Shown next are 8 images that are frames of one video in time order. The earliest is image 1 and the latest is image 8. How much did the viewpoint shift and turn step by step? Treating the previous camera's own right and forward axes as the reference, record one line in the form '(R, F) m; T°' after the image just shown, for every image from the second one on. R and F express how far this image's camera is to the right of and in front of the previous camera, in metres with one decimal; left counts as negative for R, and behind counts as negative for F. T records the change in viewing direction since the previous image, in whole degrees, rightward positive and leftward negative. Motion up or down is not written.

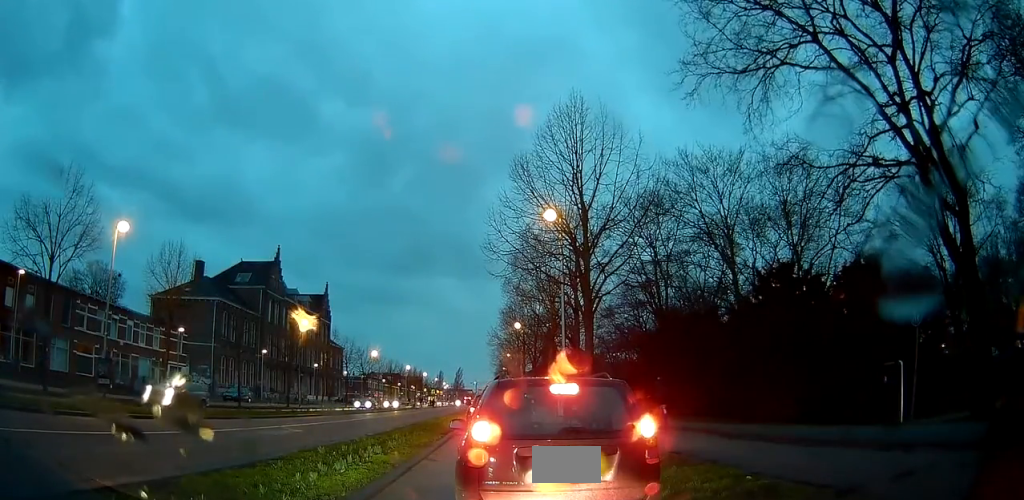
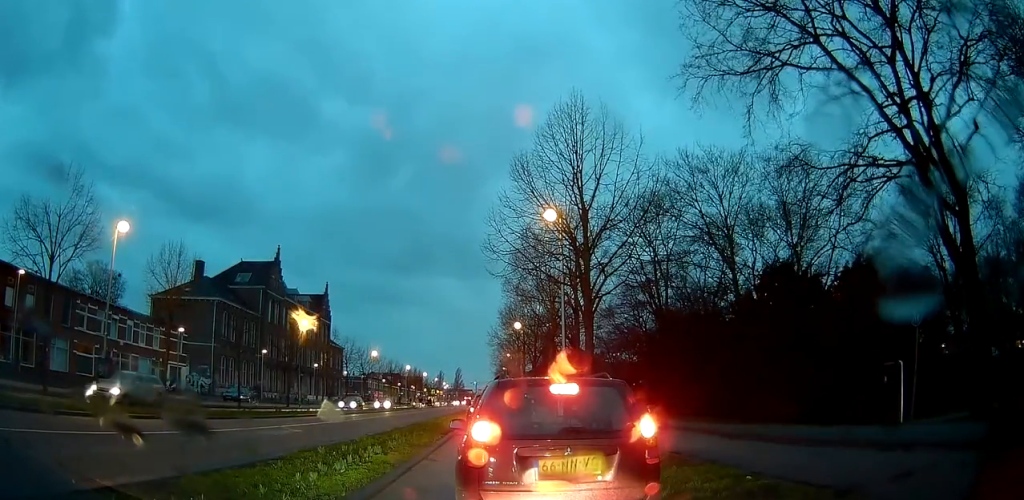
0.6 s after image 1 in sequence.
(0.0, 0.0) m; 0°
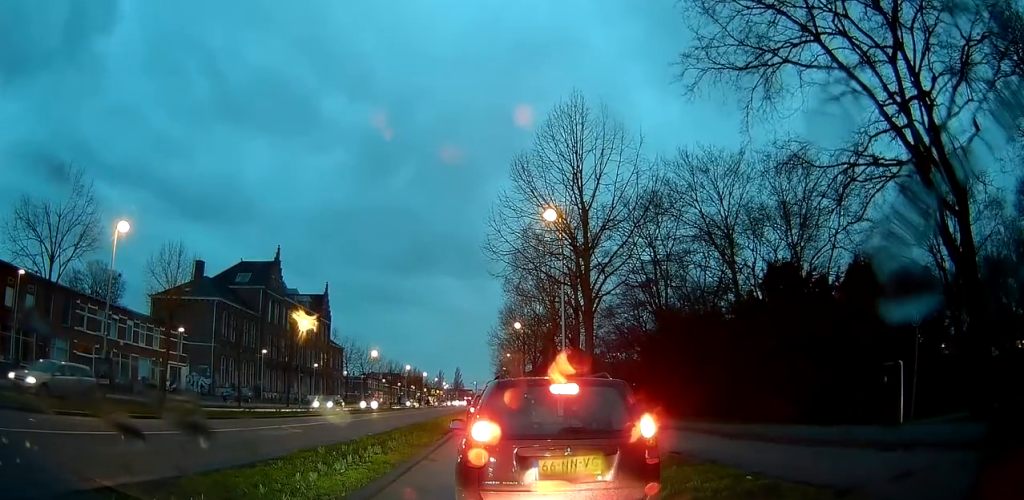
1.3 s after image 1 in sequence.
(0.0, 0.0) m; 0°
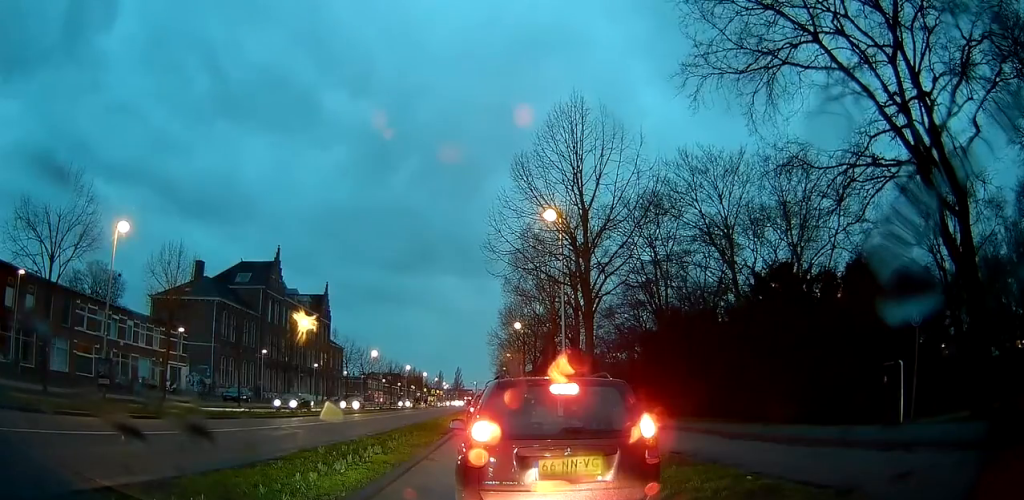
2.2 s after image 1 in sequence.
(0.0, 0.0) m; 0°
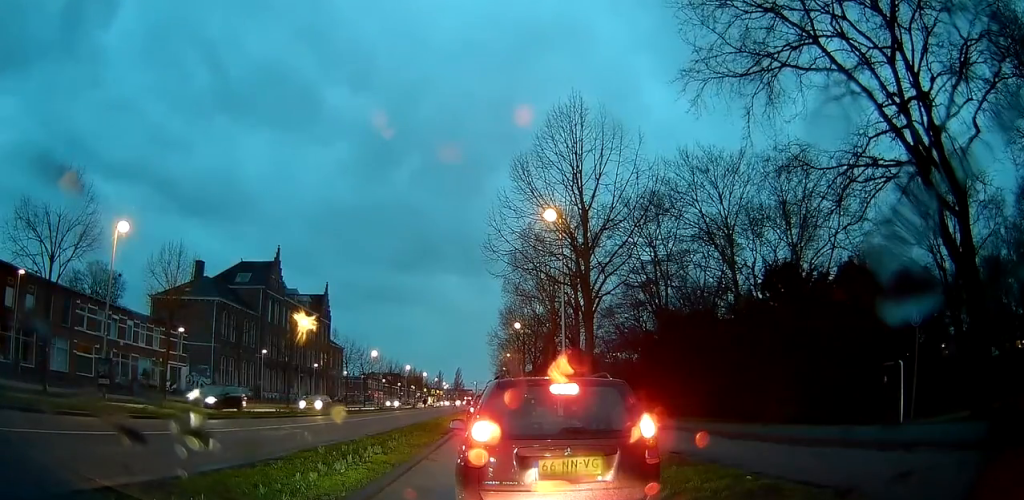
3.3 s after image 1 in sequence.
(0.0, 0.0) m; 0°
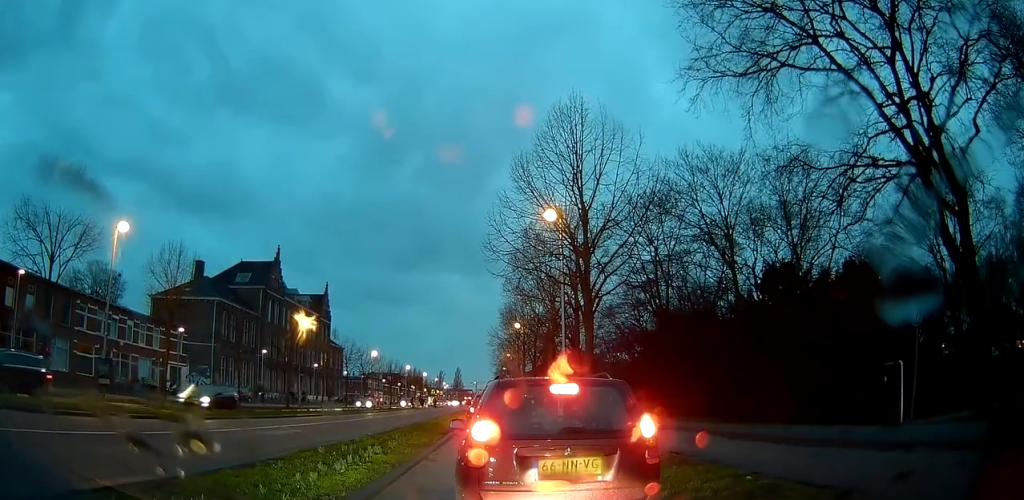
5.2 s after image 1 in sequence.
(0.0, 0.0) m; 0°
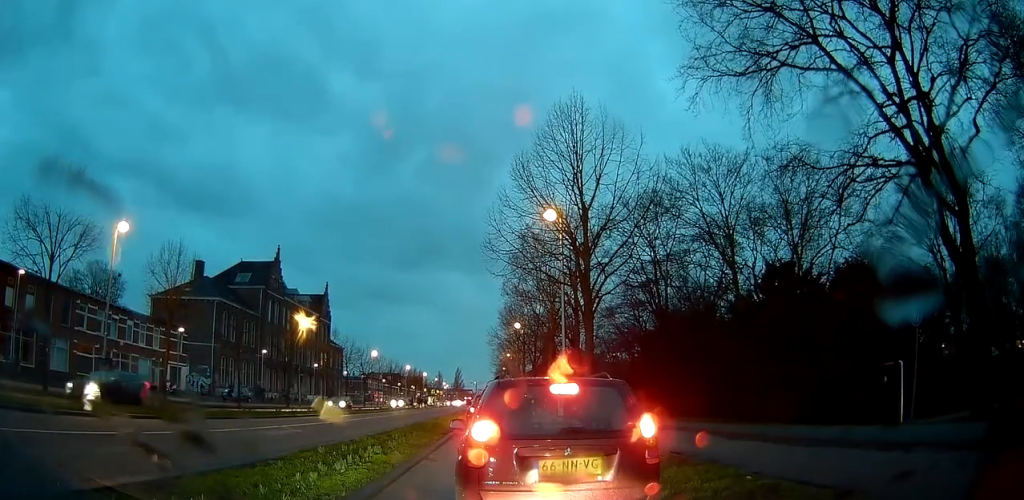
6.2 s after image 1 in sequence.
(0.0, 0.0) m; 0°
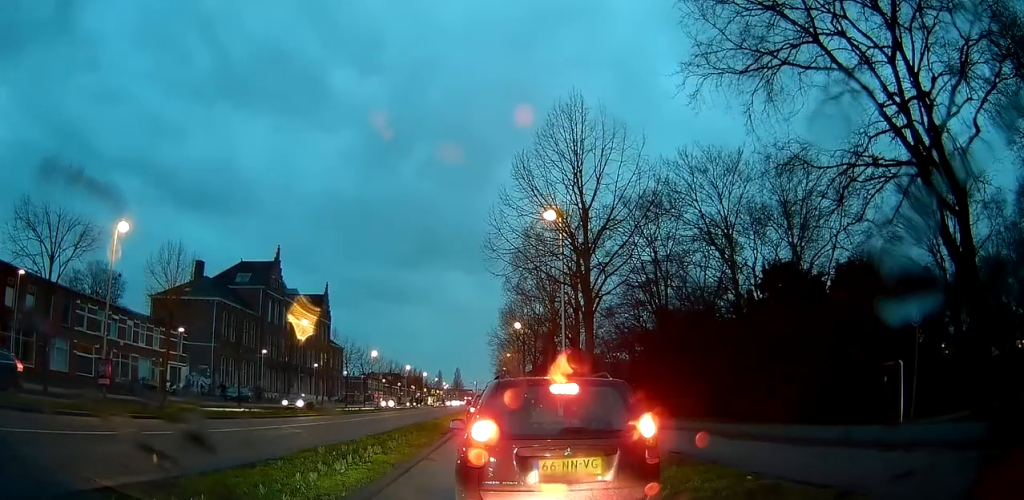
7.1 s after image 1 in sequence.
(0.0, 0.0) m; 0°
